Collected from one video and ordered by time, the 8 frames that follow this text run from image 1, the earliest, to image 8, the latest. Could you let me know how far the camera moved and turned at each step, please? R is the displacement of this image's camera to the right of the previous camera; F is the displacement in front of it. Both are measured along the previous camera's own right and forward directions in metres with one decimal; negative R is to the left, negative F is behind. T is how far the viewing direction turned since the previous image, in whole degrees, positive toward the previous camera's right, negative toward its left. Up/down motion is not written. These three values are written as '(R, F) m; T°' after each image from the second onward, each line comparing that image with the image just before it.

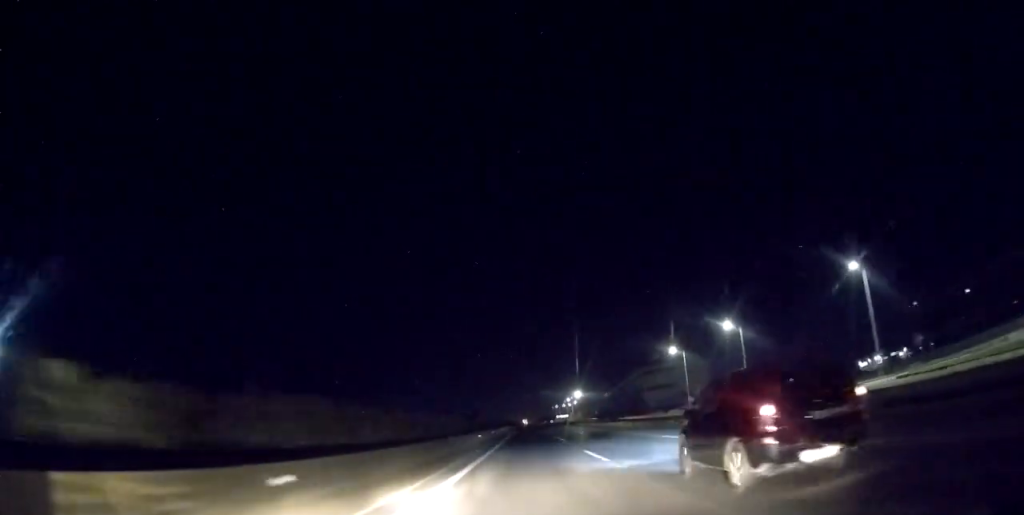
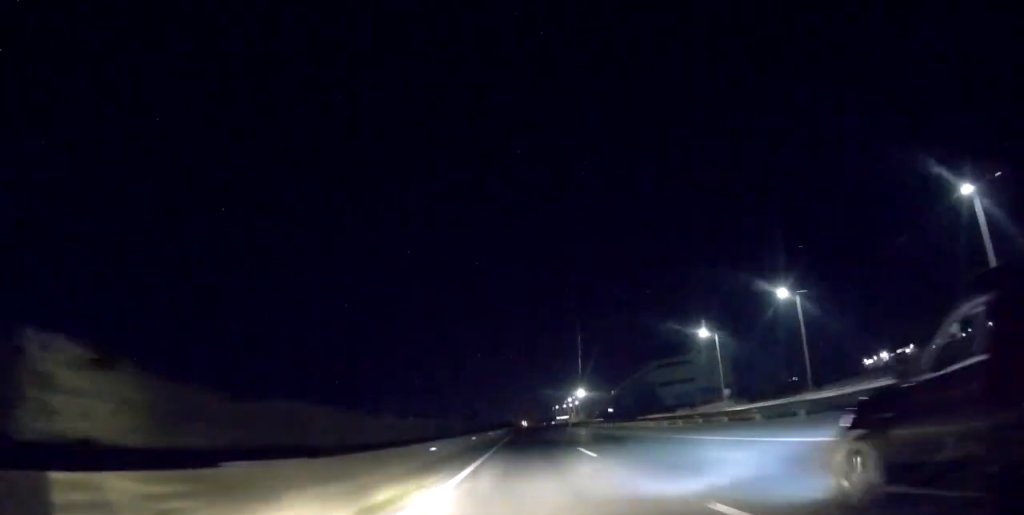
(0.0, +15.4) m; 0°
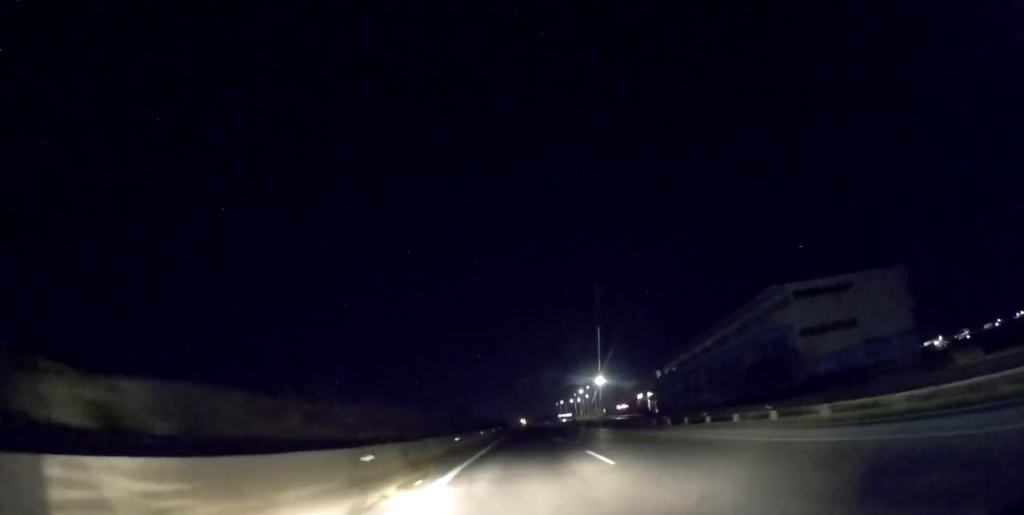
(+0.2, +57.3) m; +1°
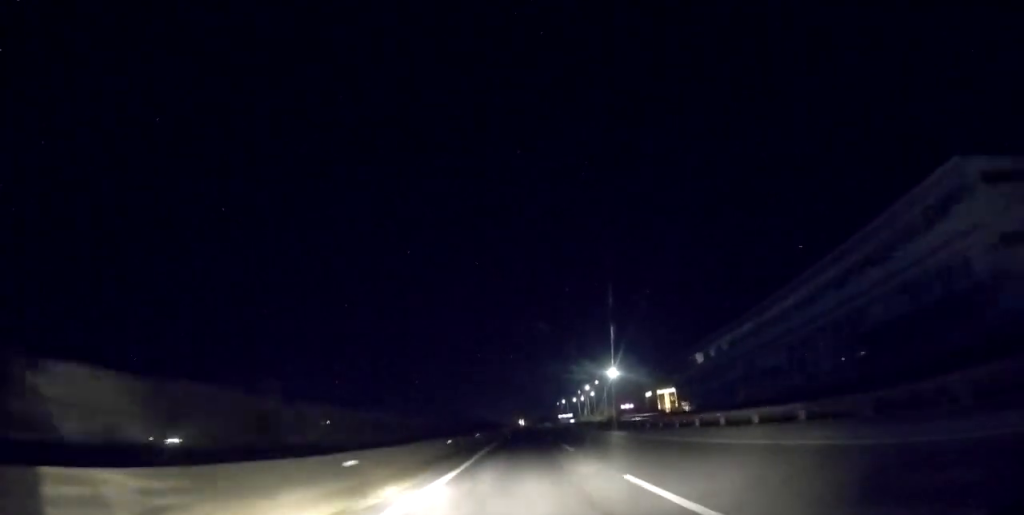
(+0.1, +26.5) m; 0°
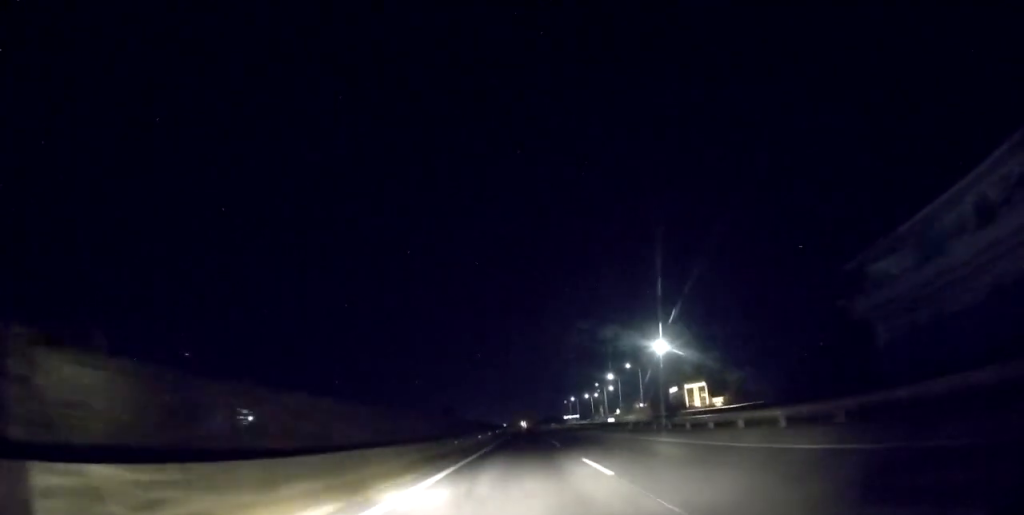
(-0.3, +46.6) m; -1°
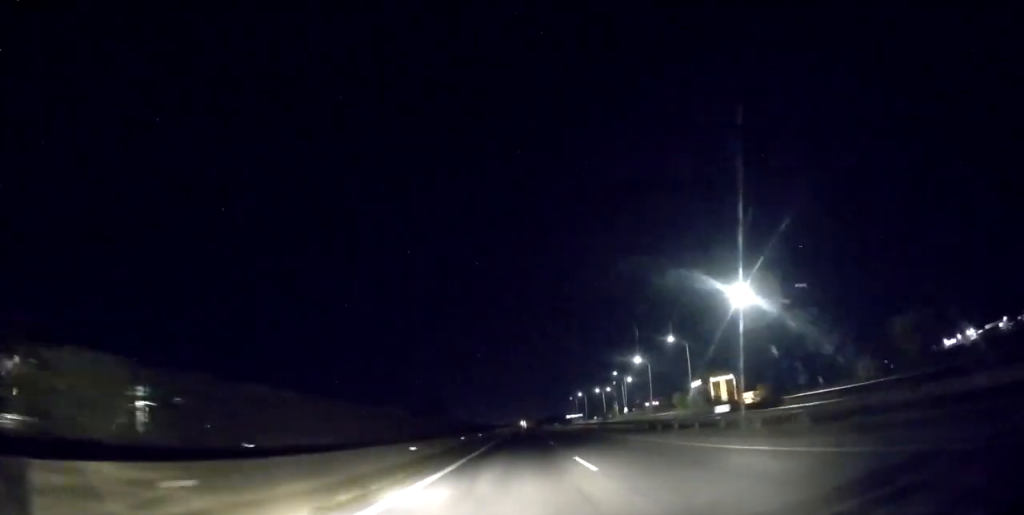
(0.0, +33.7) m; 0°
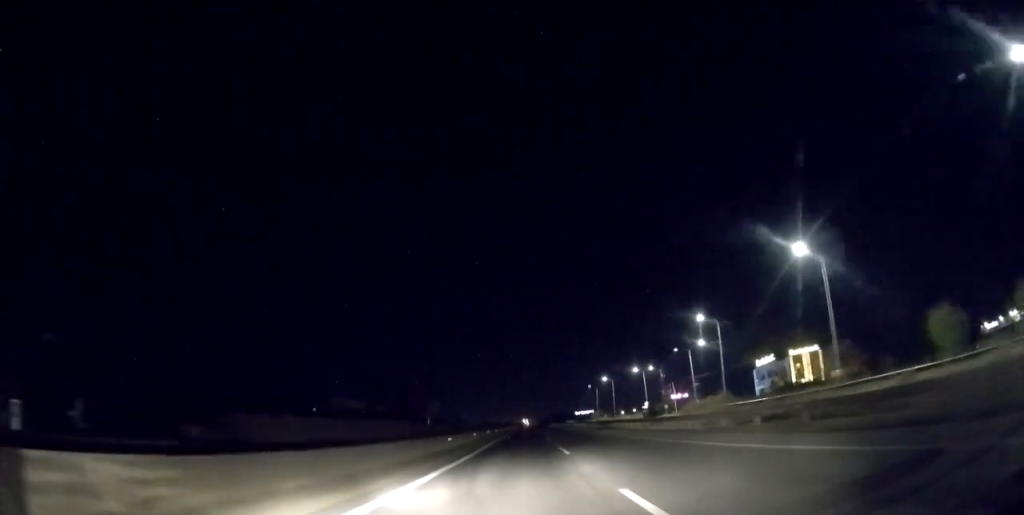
(0.0, +64.1) m; 0°
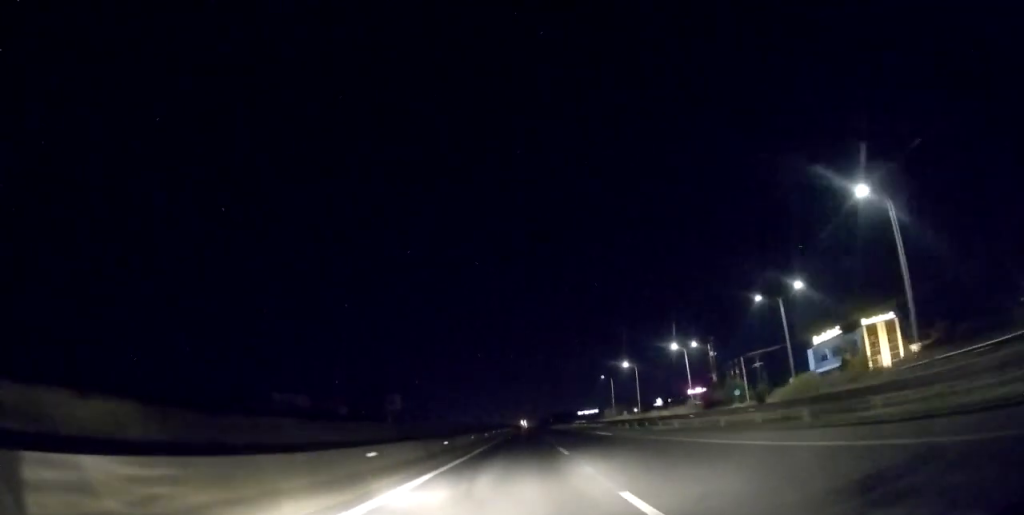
(+0.2, +35.8) m; 0°
